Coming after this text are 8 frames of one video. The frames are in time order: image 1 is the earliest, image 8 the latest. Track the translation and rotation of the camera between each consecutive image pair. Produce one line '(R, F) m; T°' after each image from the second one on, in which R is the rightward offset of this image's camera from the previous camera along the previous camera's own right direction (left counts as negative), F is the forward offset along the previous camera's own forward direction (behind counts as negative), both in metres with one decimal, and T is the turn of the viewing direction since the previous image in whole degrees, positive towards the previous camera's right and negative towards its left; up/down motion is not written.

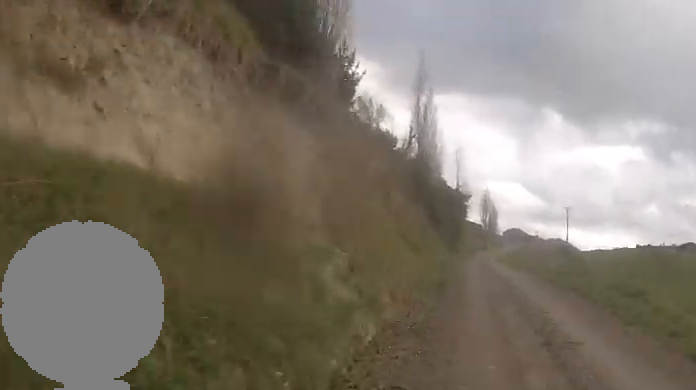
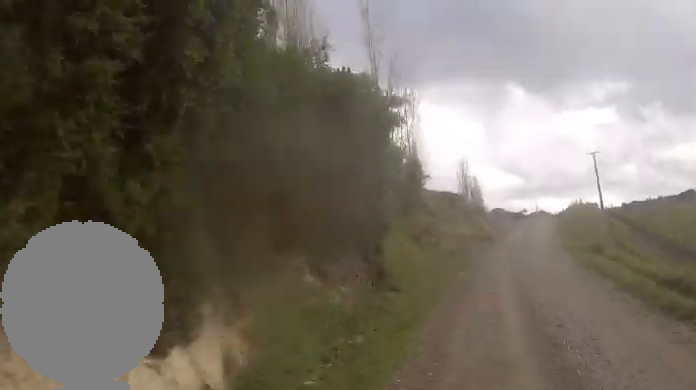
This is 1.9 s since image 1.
(-1.7, +36.5) m; +2°
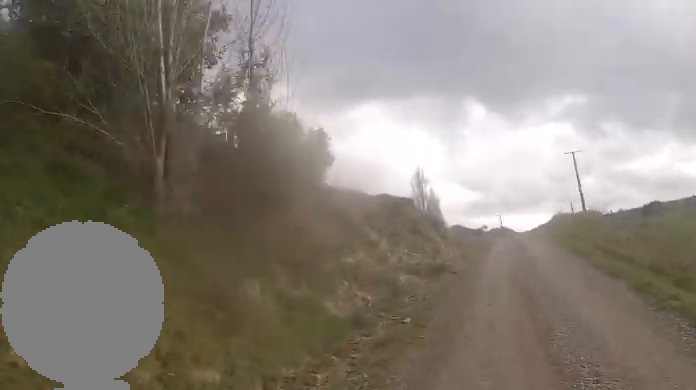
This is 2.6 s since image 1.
(+0.5, +12.0) m; +3°
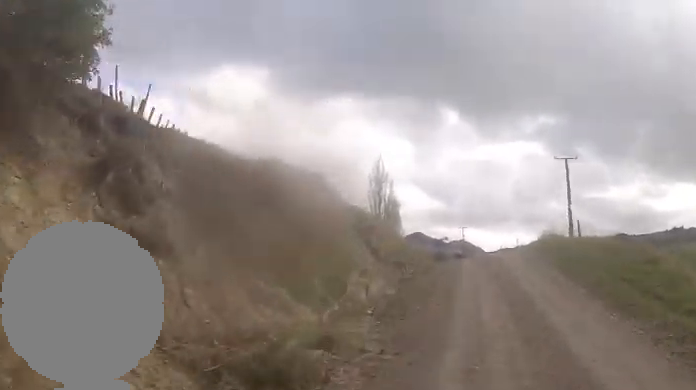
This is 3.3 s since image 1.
(+0.9, +11.7) m; +2°
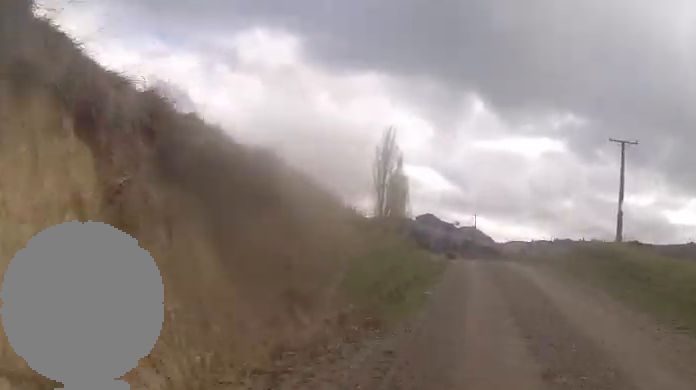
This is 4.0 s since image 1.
(-0.5, +11.9) m; -2°
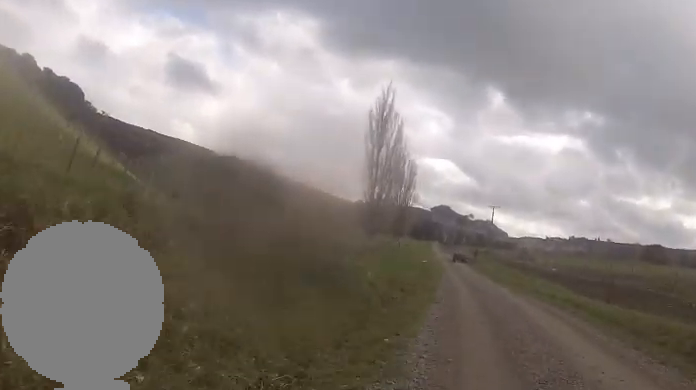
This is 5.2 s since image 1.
(-0.3, +20.6) m; -4°
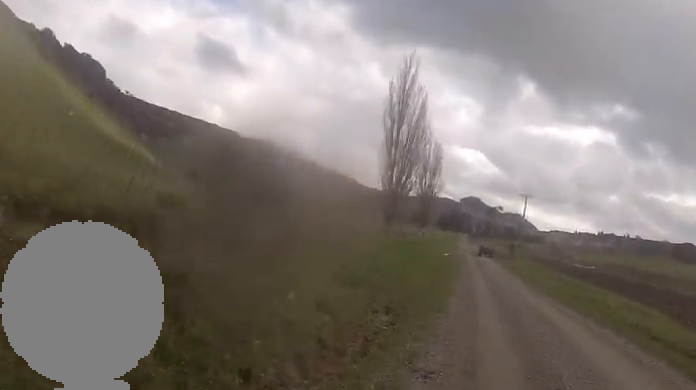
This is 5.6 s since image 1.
(-0.3, +7.1) m; +1°
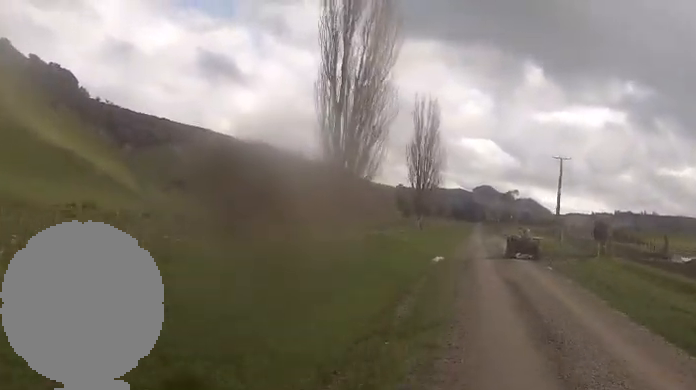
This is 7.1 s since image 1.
(+1.1, +25.0) m; +3°
